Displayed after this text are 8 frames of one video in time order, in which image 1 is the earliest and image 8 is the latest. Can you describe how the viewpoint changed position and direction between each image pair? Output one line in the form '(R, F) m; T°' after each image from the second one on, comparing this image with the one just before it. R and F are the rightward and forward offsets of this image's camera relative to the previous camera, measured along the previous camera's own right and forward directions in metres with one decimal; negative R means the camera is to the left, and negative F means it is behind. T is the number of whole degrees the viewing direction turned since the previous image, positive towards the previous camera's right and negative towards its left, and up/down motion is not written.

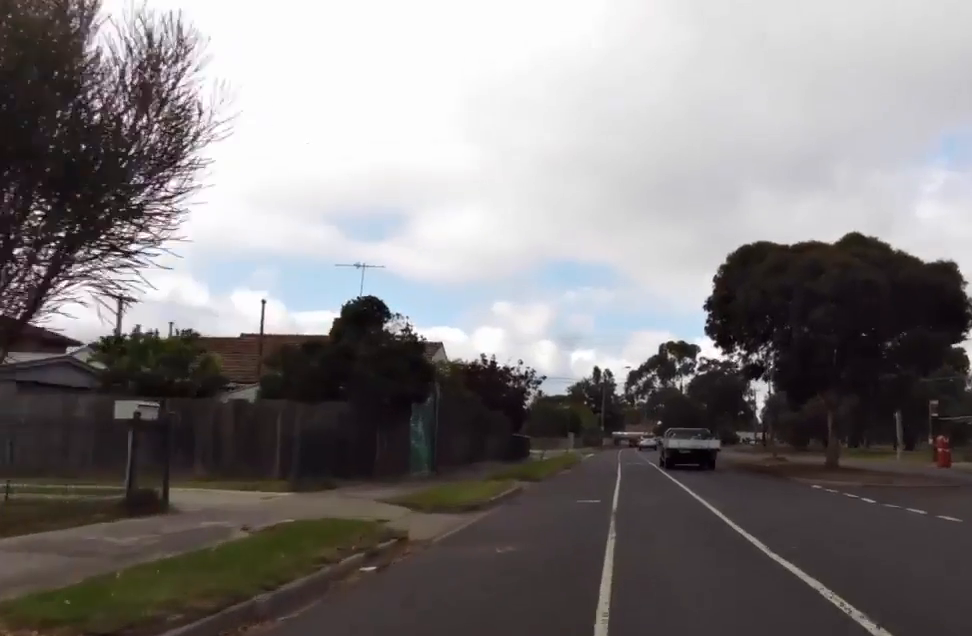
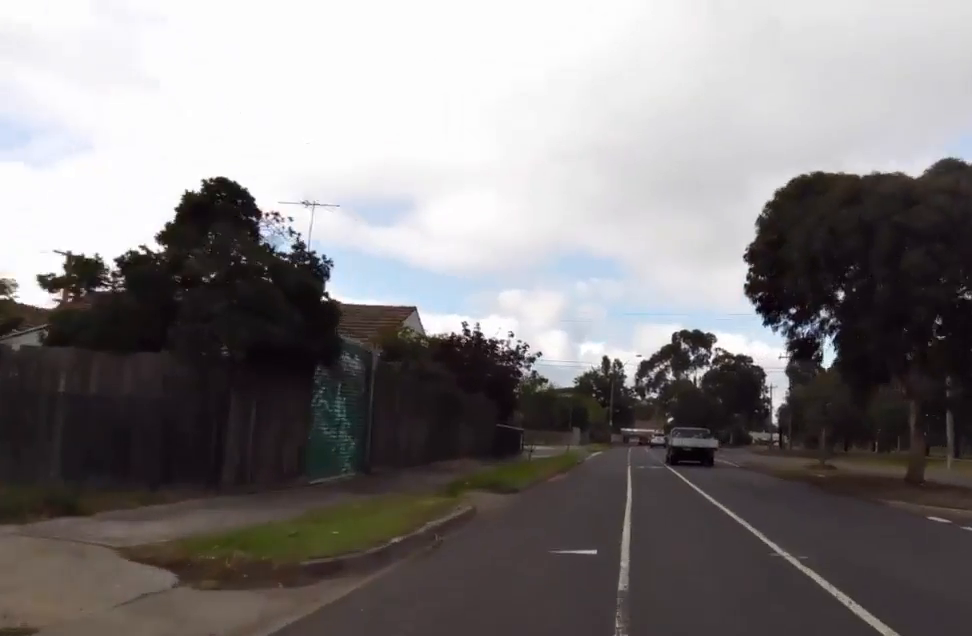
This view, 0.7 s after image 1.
(+0.3, +6.2) m; +1°
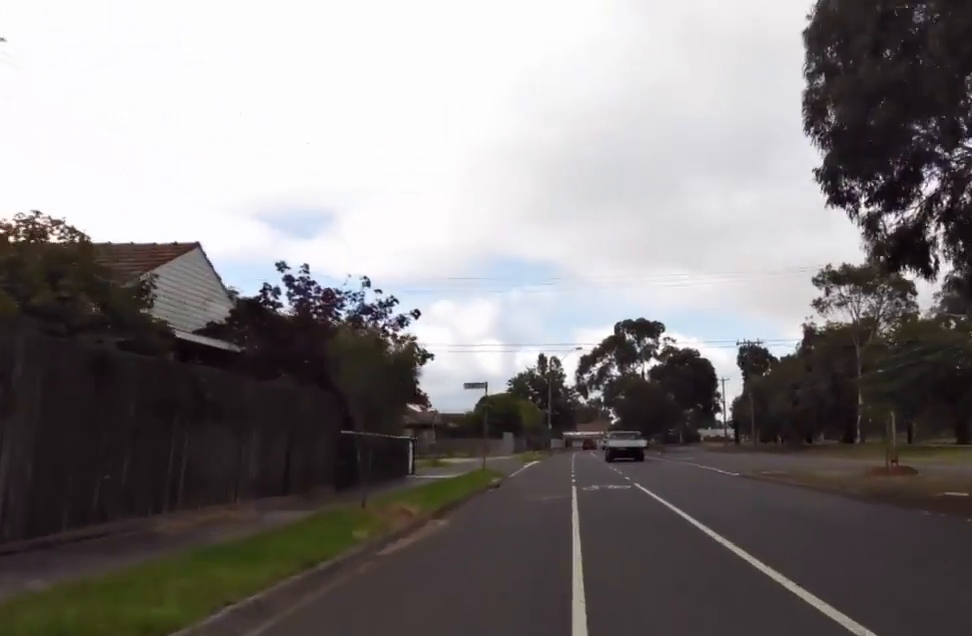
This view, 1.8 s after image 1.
(-0.2, +10.4) m; 0°
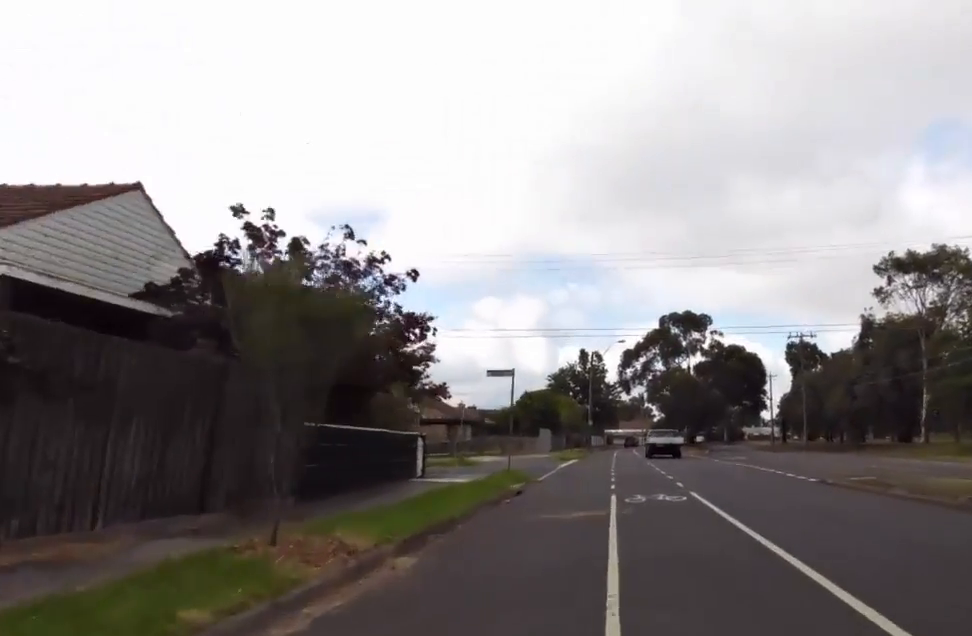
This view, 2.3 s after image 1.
(+0.4, +4.0) m; -1°
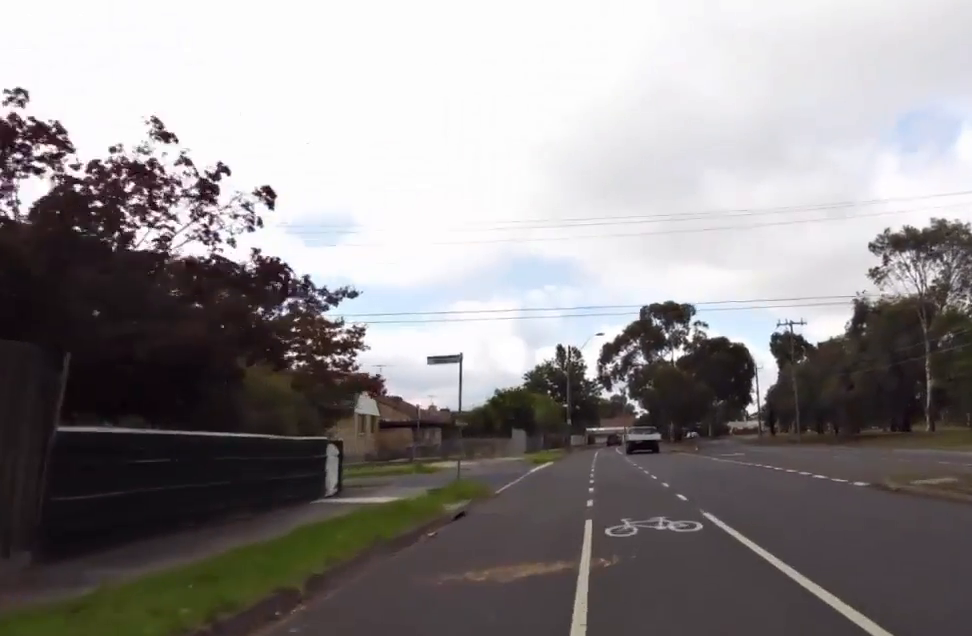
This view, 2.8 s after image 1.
(-0.1, +4.6) m; 0°
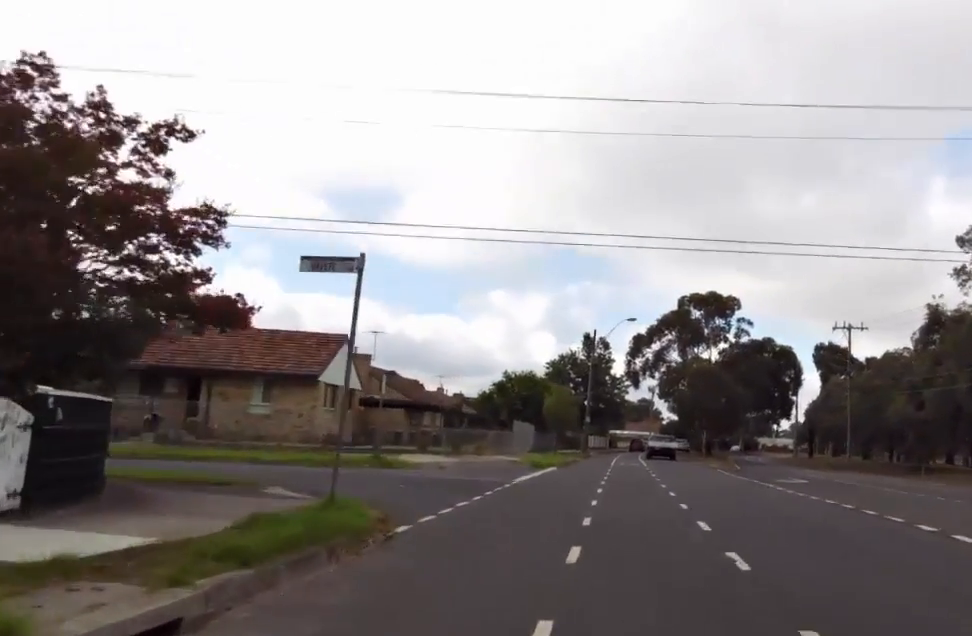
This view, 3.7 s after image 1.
(-0.6, +8.3) m; +2°
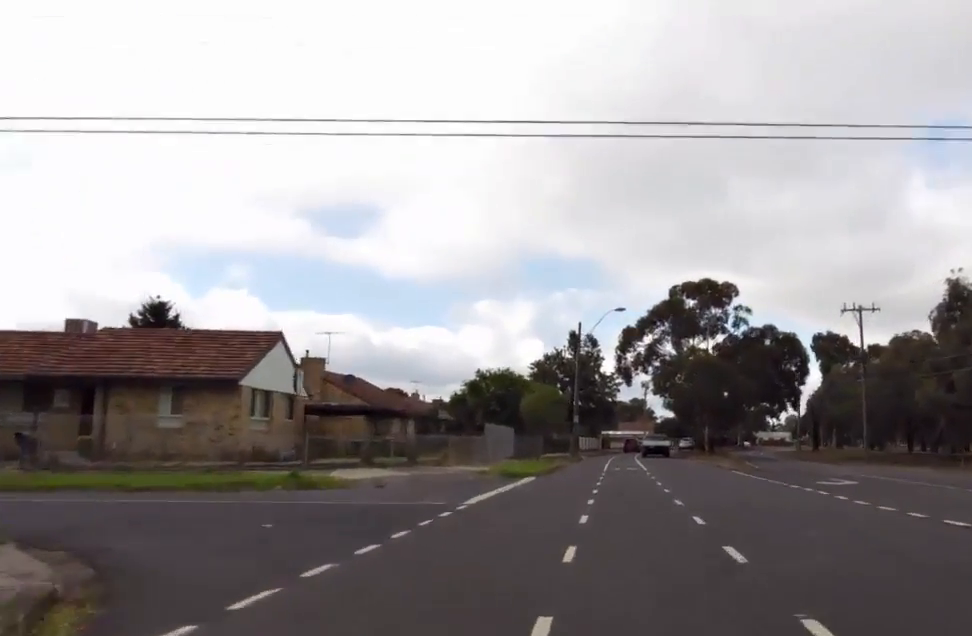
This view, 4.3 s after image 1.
(+0.6, +5.9) m; +4°
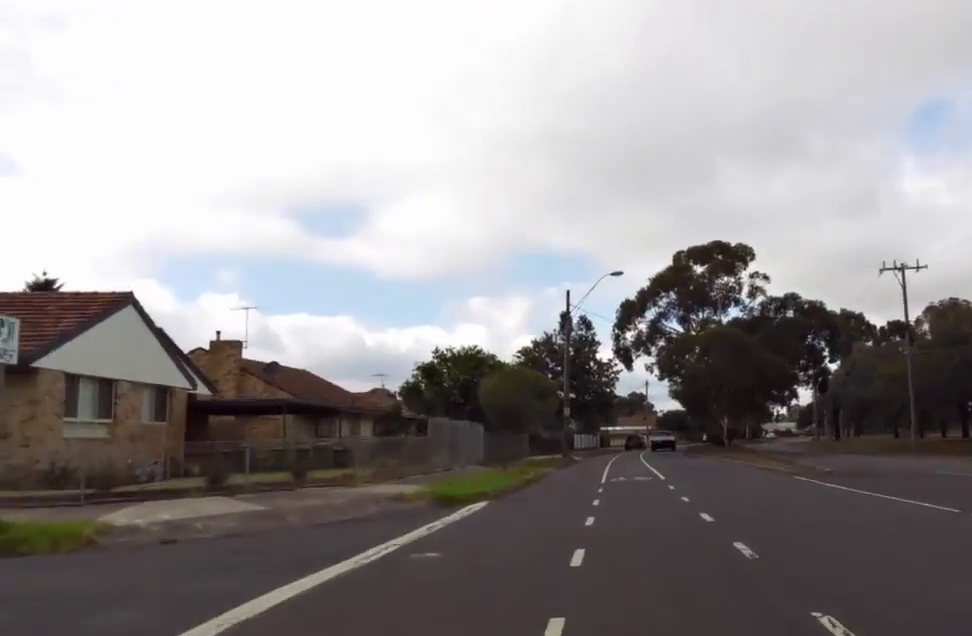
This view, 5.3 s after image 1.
(+0.2, +9.3) m; -4°
